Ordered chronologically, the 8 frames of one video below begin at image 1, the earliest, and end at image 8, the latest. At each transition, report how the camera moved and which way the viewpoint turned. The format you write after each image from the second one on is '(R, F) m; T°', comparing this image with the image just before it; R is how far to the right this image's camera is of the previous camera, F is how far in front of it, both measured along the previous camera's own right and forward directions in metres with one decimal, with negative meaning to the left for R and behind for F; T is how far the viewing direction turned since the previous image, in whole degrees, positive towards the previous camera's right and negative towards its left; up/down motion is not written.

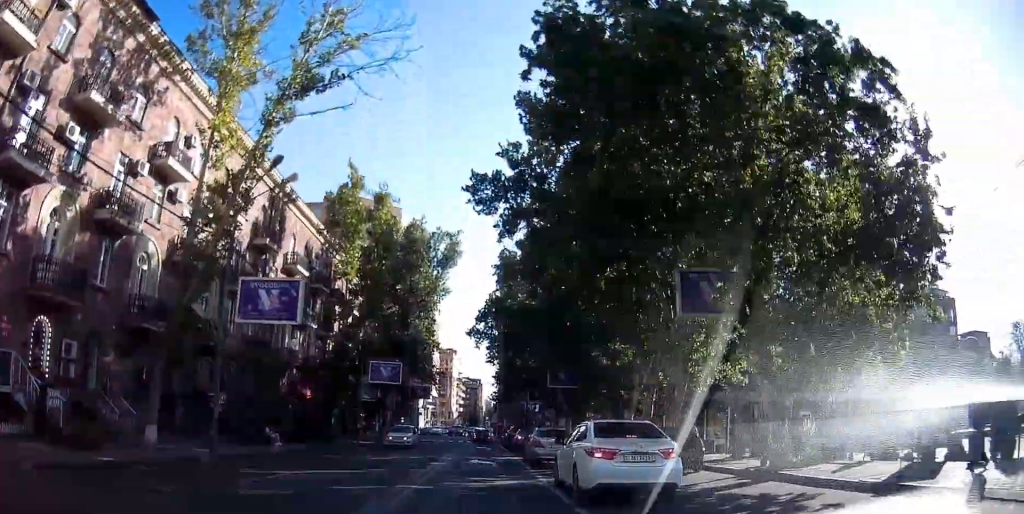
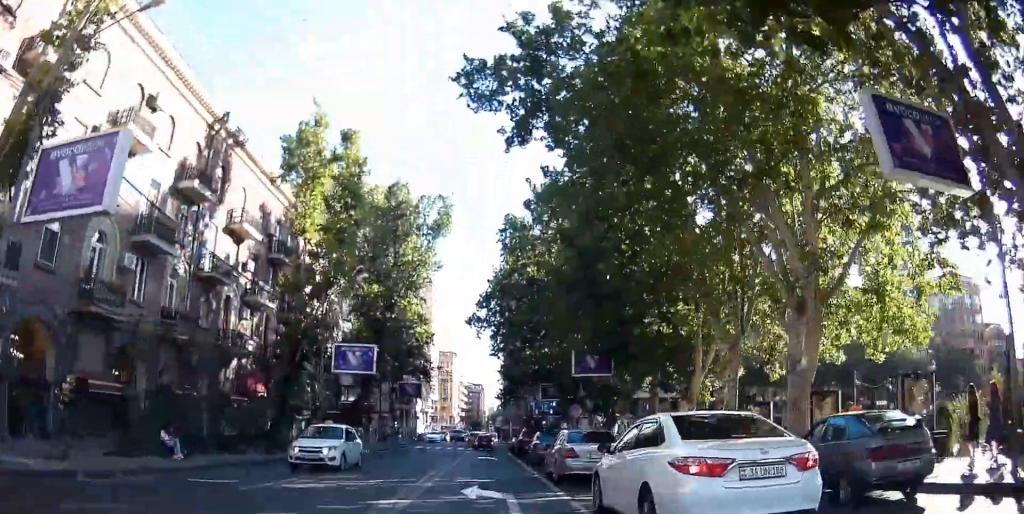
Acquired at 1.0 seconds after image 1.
(0.0, +10.4) m; 0°
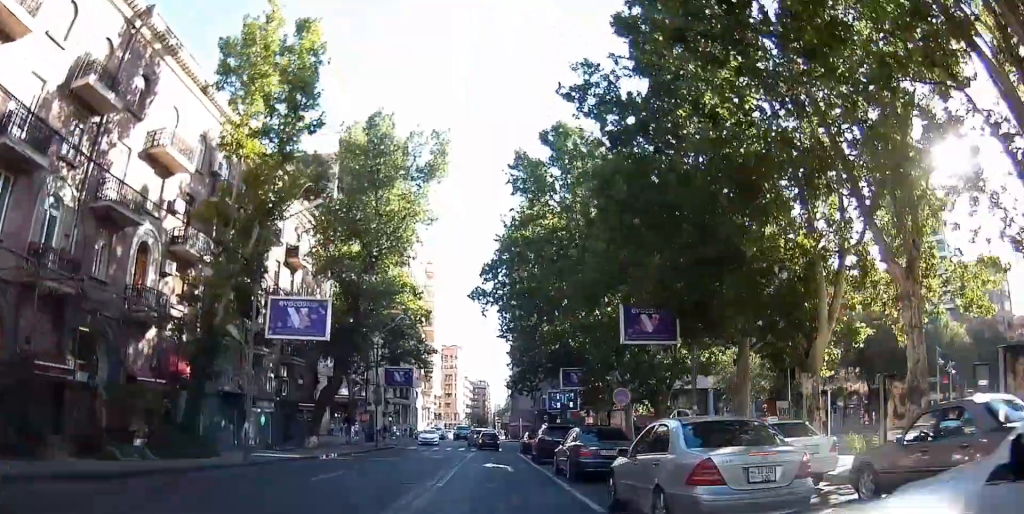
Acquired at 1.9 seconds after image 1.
(0.0, +10.1) m; -2°
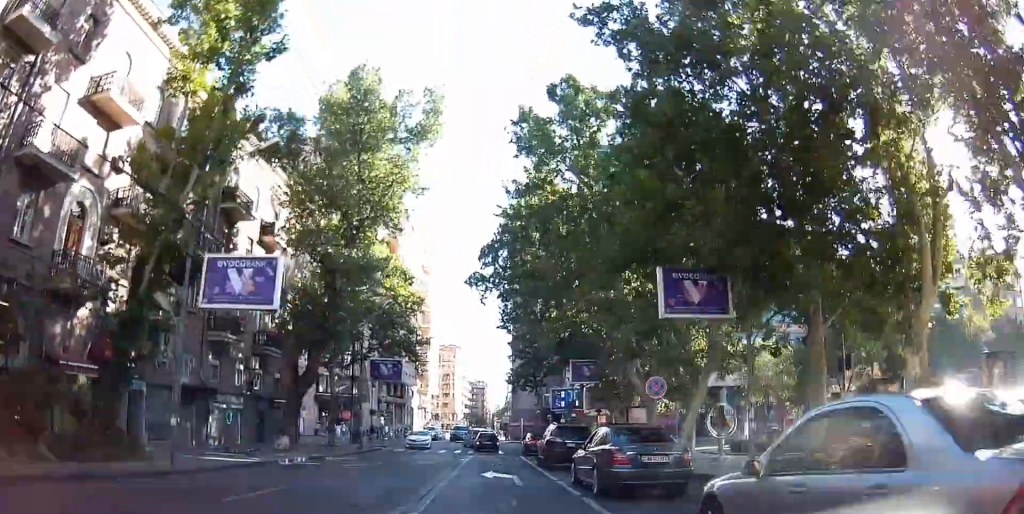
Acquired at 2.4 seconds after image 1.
(-0.1, +5.1) m; -1°
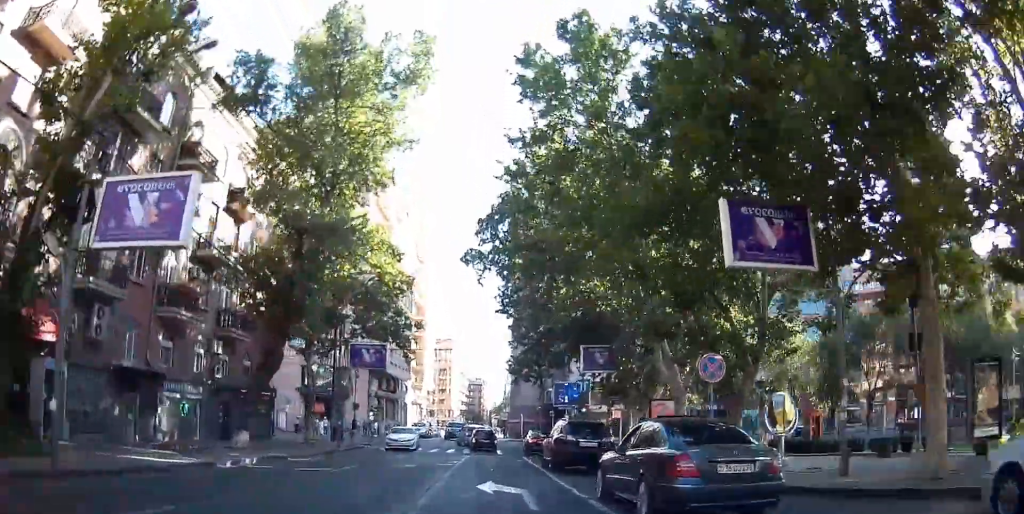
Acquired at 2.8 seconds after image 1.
(-0.1, +5.1) m; -1°
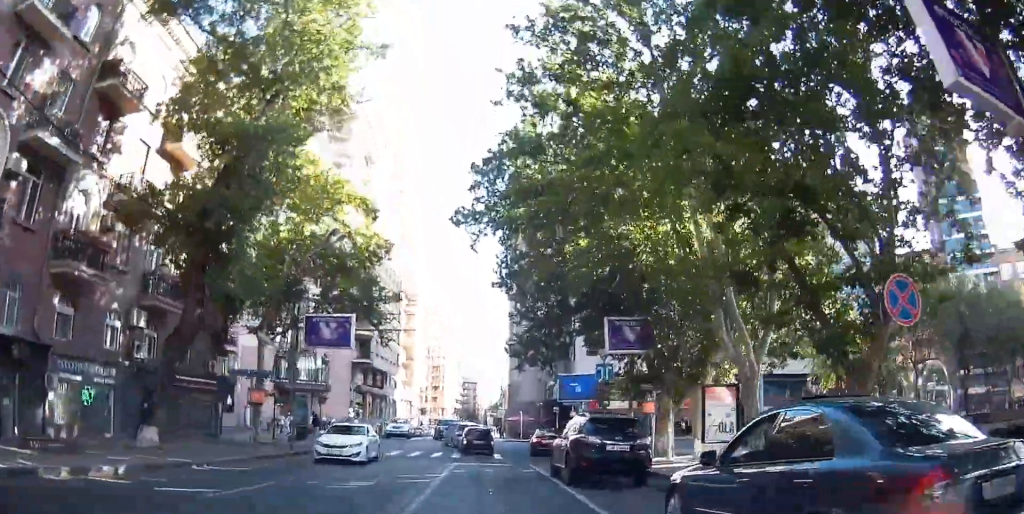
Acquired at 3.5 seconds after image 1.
(0.0, +7.3) m; +1°
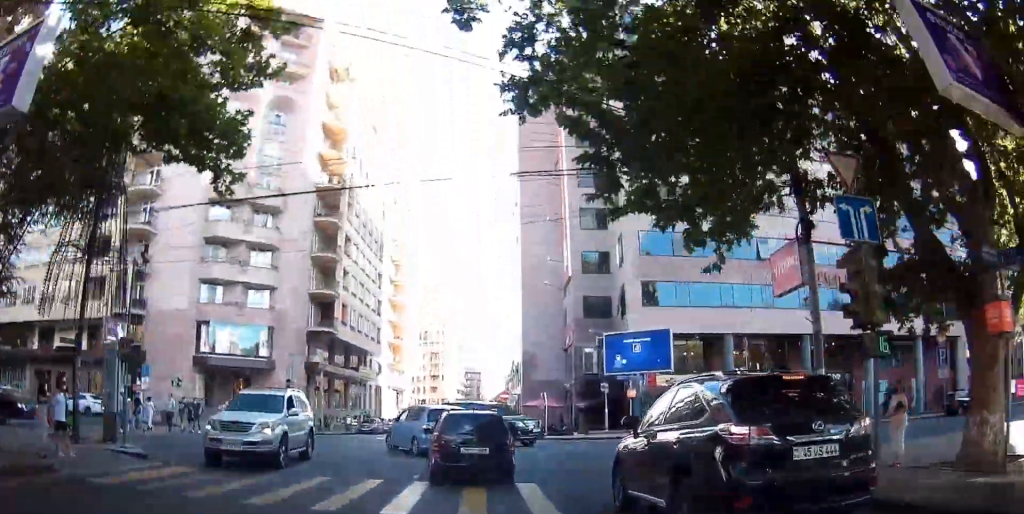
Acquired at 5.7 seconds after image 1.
(+0.4, +21.1) m; +1°
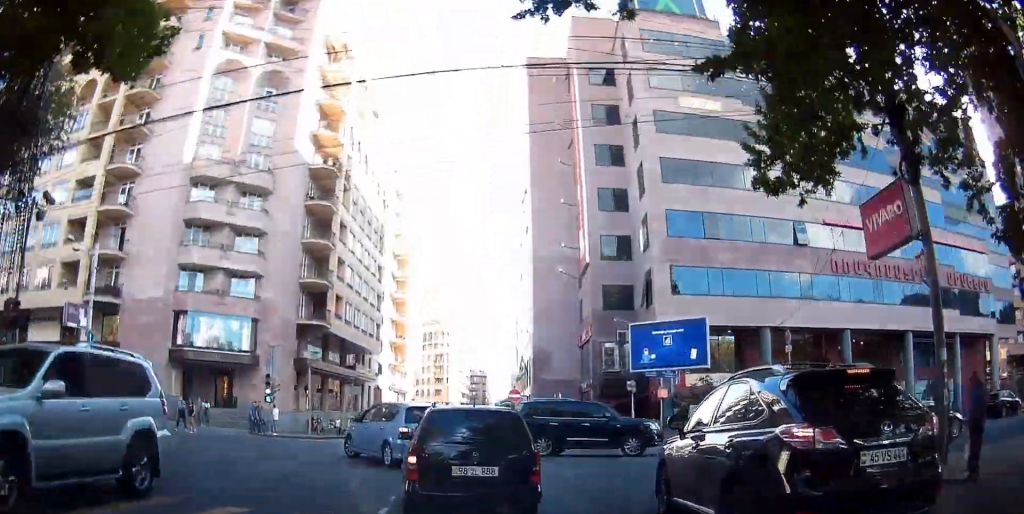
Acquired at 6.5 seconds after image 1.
(0.0, +5.5) m; +1°
